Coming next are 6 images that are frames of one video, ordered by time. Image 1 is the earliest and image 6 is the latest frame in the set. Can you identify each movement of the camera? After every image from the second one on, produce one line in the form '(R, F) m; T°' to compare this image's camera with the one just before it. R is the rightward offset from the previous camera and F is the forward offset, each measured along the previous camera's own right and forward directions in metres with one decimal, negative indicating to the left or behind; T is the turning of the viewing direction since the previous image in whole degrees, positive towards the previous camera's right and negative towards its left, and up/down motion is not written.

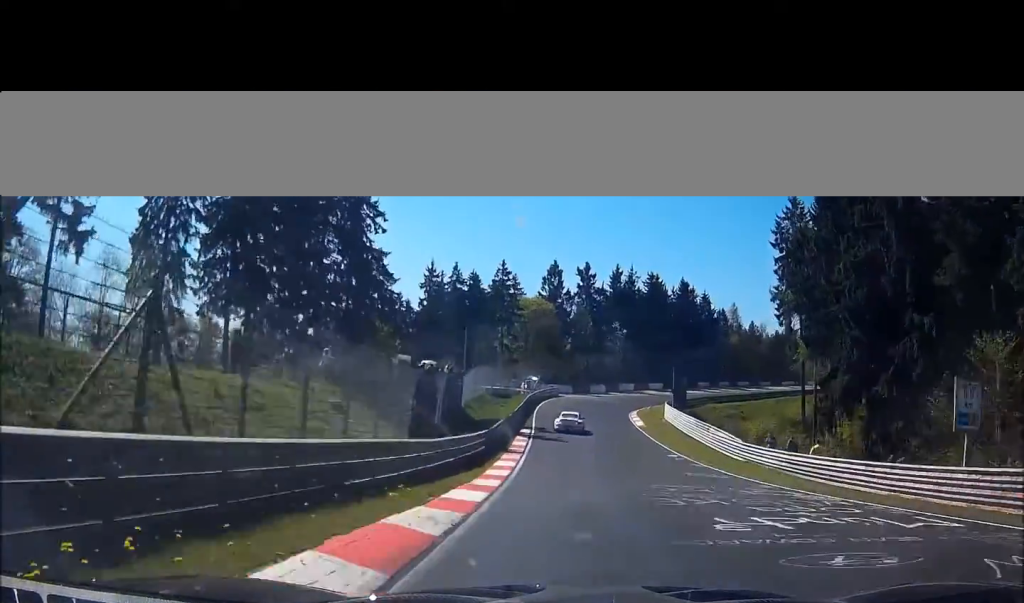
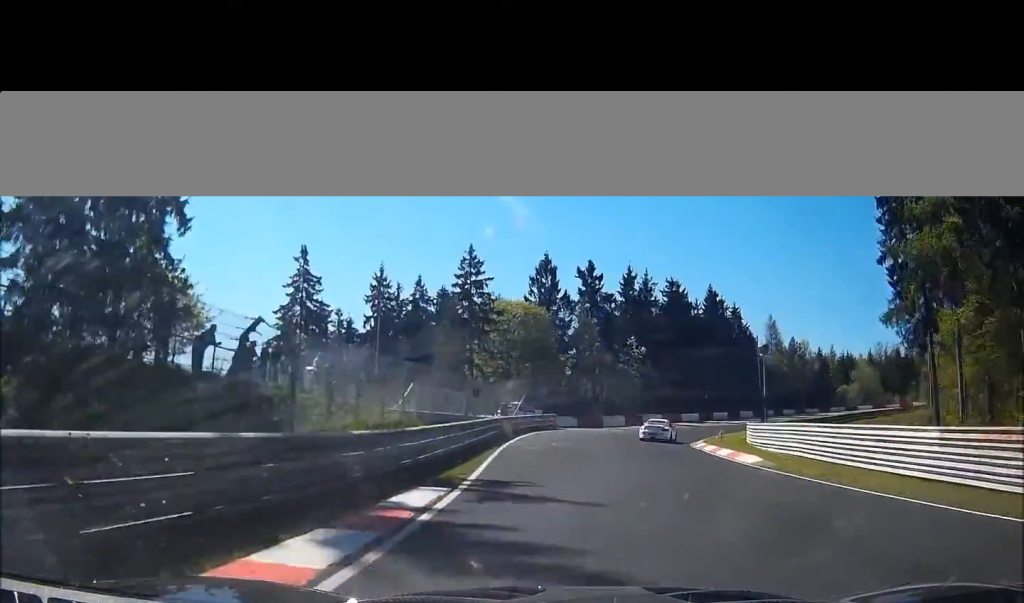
(+0.4, +34.6) m; +3°
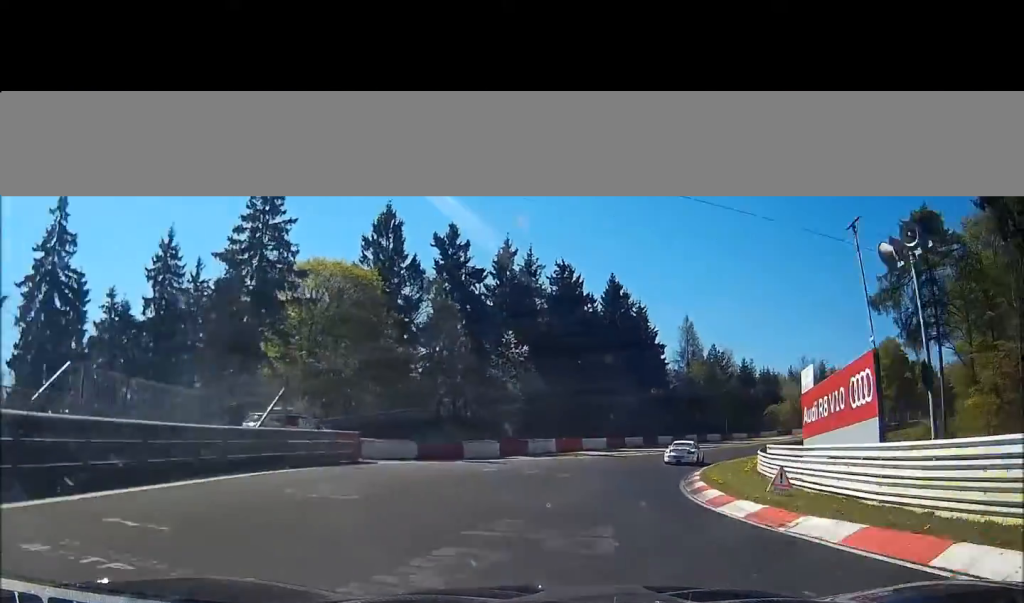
(+1.1, +27.7) m; +9°
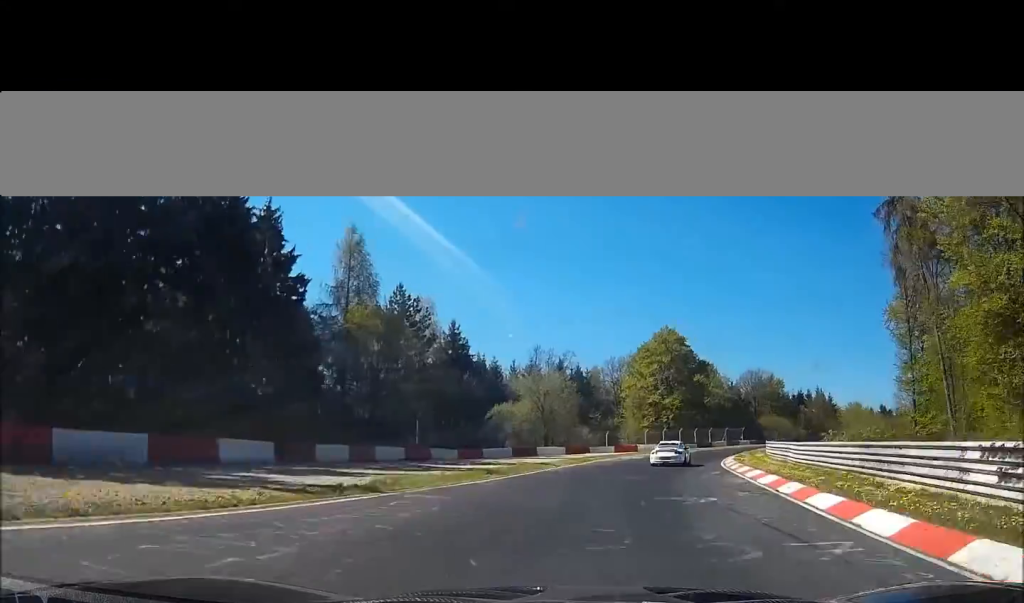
(+12.5, +48.7) m; +28°
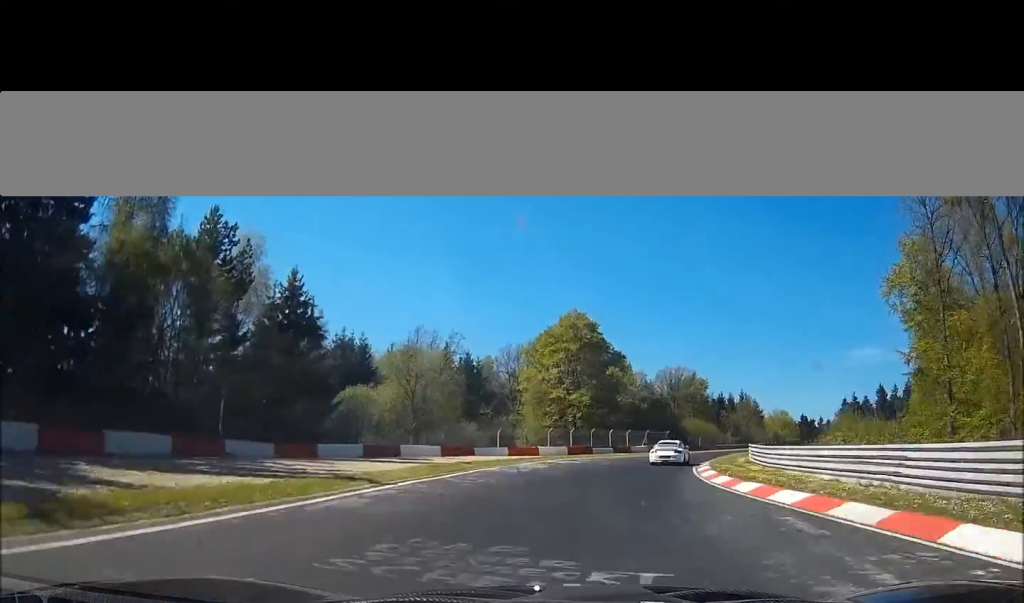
(+1.4, +19.4) m; +9°
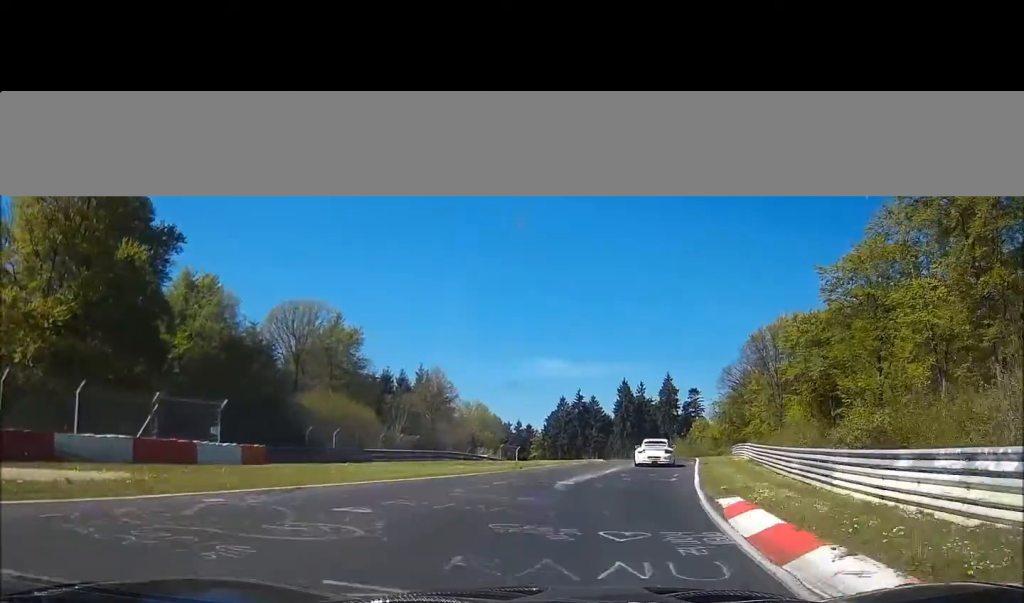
(+12.3, +59.4) m; +22°
